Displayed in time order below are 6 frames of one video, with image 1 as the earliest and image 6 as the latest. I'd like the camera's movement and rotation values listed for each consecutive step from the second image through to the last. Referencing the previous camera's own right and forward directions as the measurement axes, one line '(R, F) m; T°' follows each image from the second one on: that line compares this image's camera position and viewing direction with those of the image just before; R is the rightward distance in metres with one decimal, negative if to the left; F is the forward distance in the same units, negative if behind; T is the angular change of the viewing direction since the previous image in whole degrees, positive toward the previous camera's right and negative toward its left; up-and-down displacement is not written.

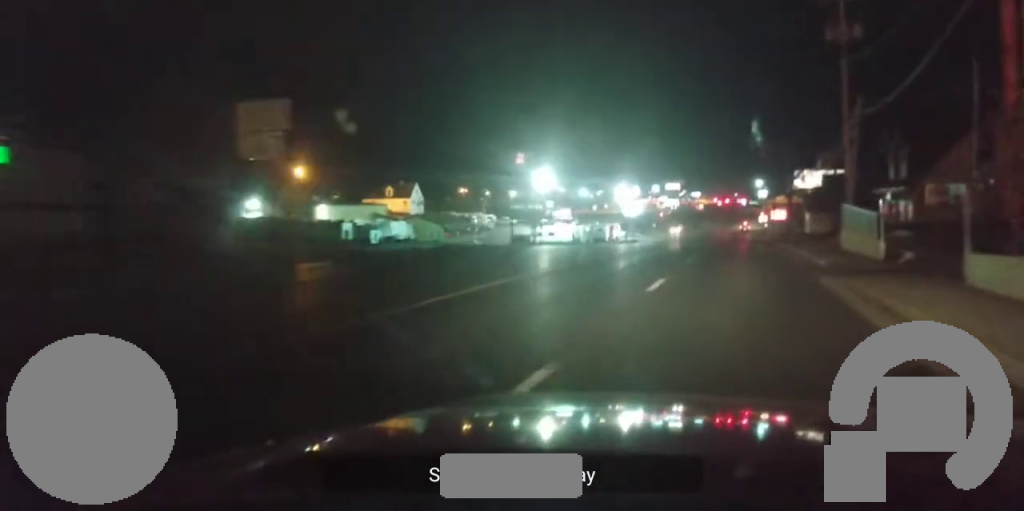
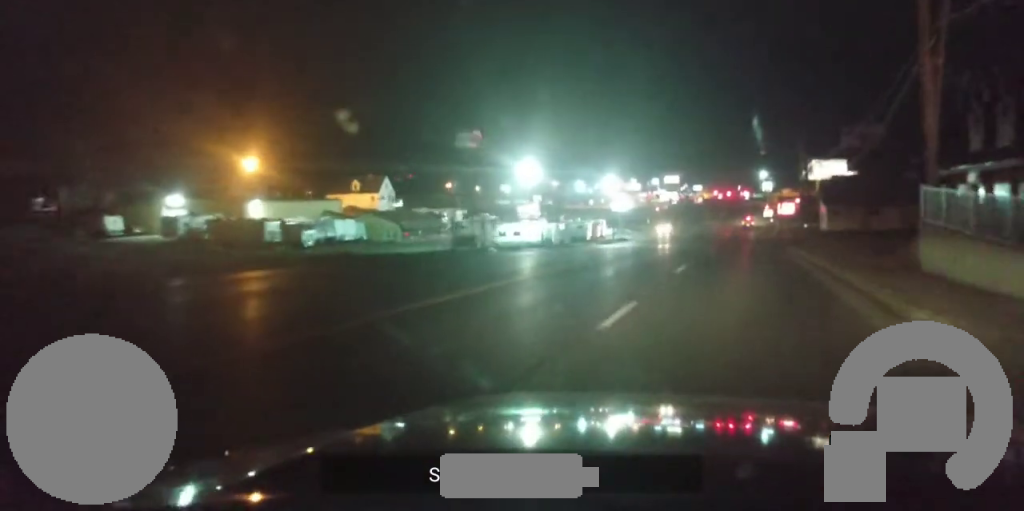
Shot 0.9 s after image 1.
(-0.4, +18.3) m; -1°
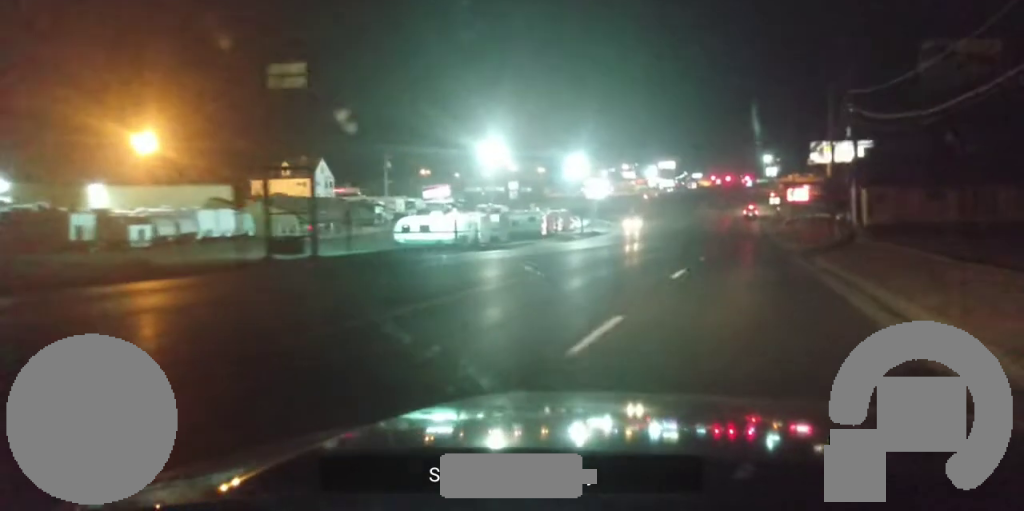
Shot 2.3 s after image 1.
(-0.2, +27.1) m; +2°
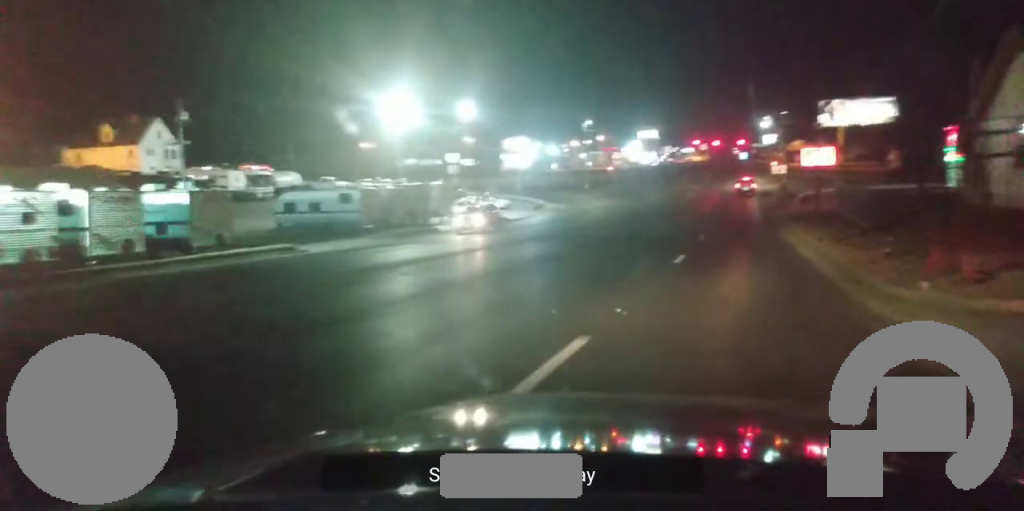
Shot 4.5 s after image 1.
(-0.4, +38.9) m; -4°
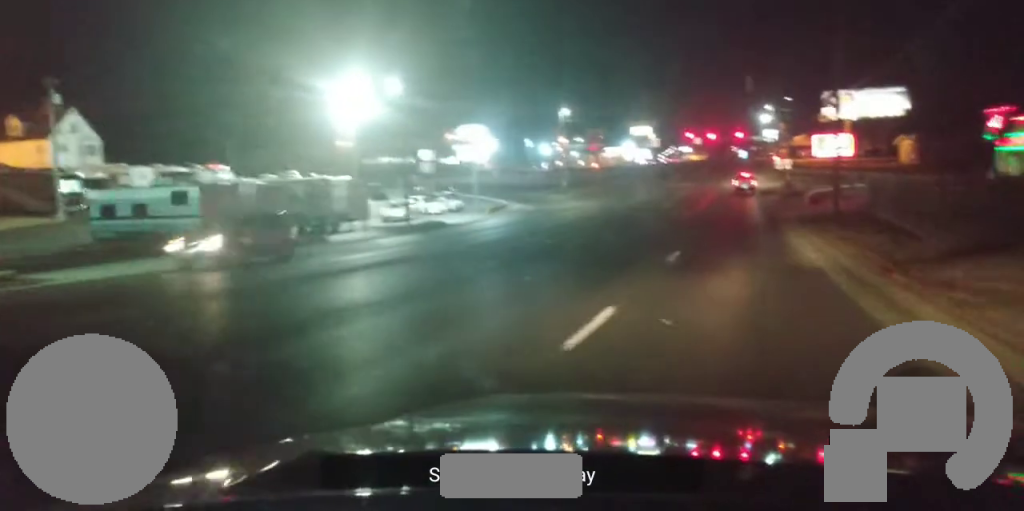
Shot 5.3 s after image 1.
(-0.4, +13.1) m; +2°
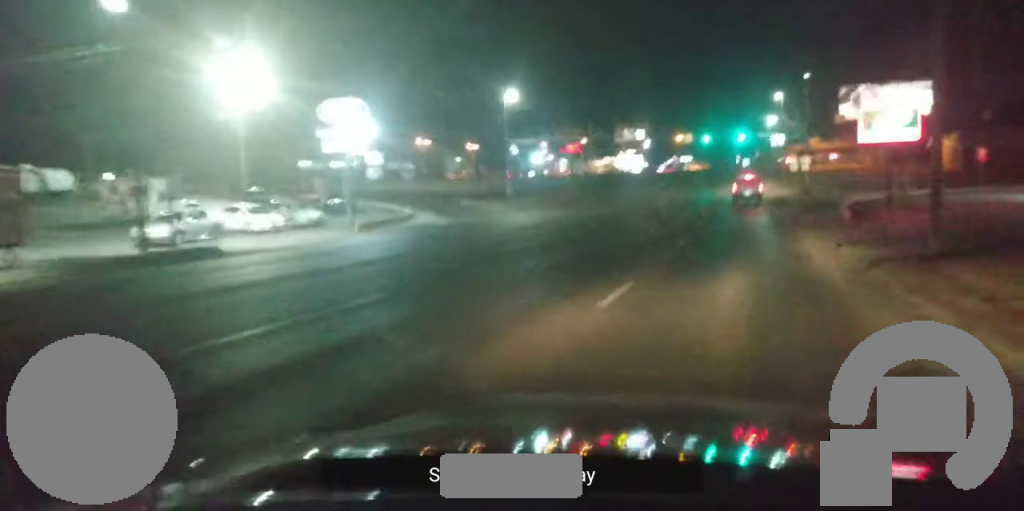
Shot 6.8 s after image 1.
(+1.0, +22.2) m; +1°
